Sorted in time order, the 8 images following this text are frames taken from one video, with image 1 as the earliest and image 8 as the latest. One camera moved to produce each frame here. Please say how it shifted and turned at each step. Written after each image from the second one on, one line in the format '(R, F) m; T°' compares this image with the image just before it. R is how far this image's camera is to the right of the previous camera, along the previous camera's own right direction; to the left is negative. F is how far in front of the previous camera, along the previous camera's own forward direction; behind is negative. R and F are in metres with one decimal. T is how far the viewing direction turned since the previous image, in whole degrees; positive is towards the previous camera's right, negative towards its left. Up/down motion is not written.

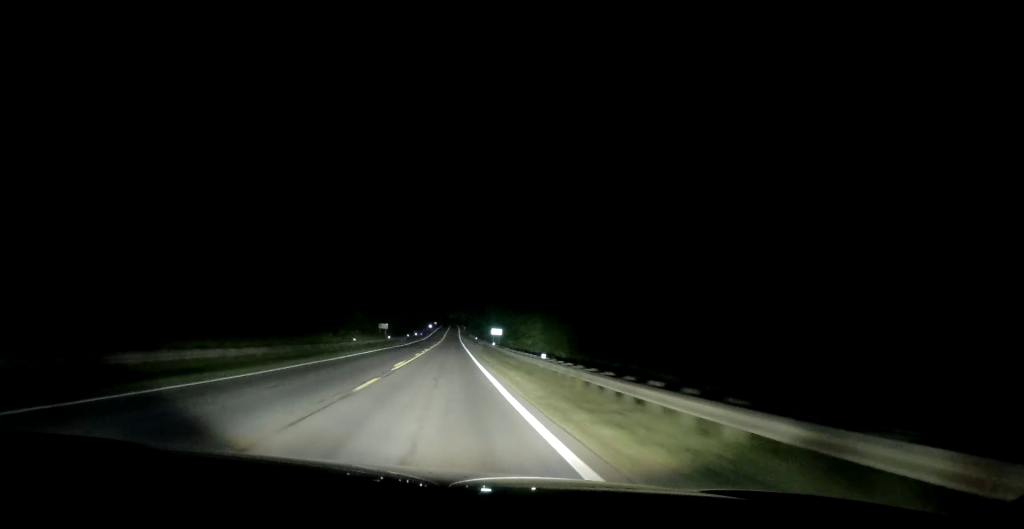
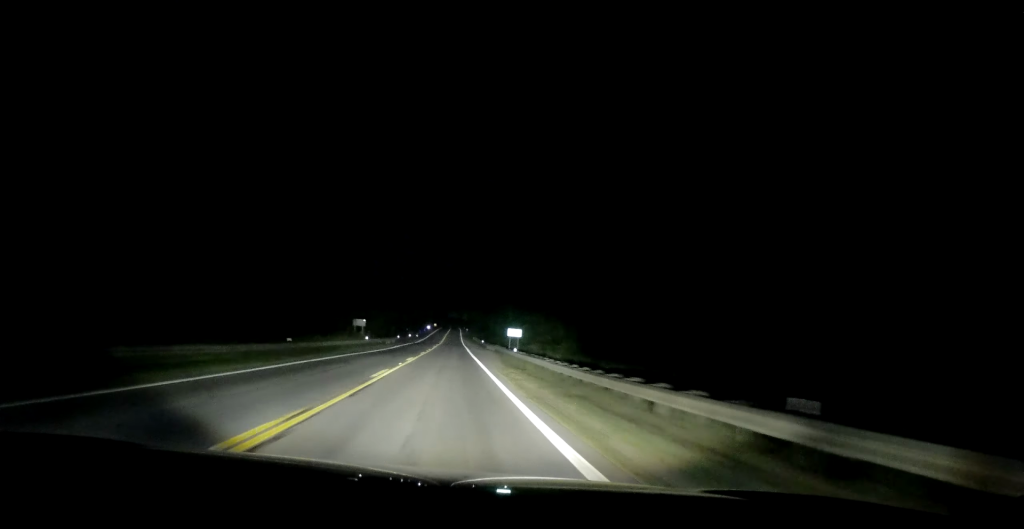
(-0.4, +21.1) m; 0°
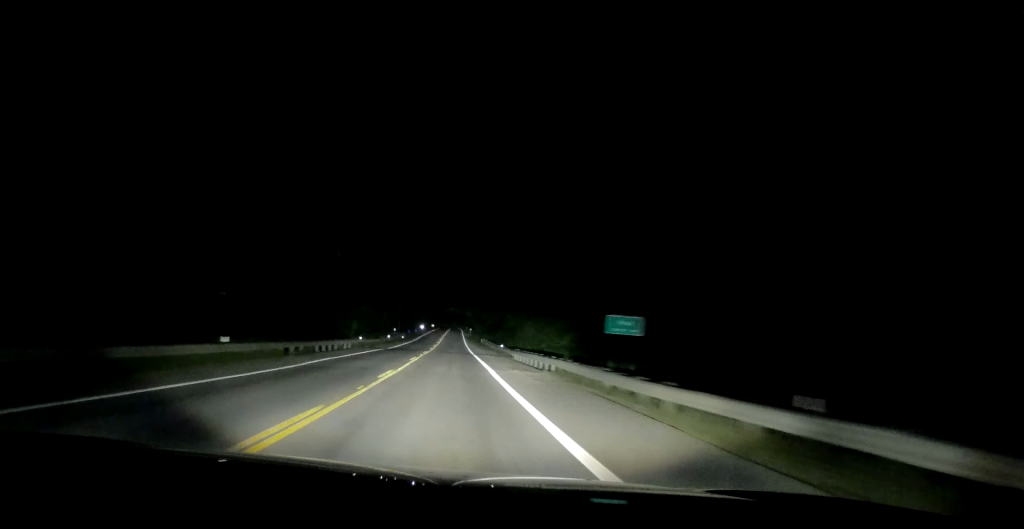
(+0.3, +36.2) m; 0°
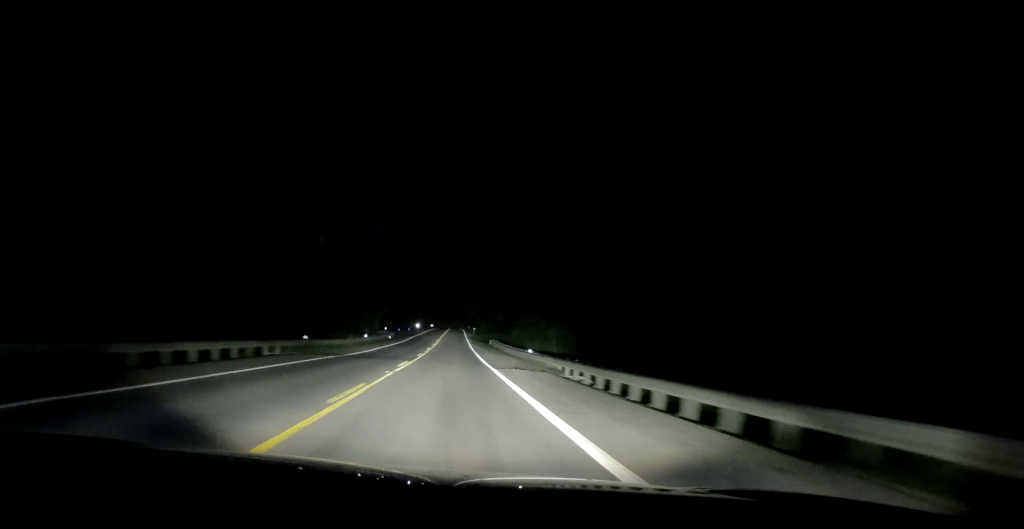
(-0.3, +20.1) m; 0°
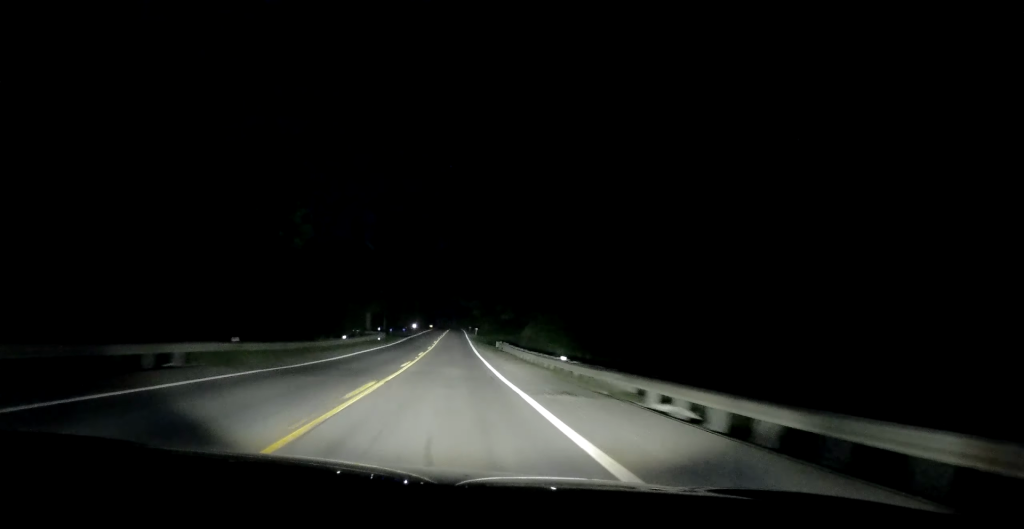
(+0.3, +11.6) m; 0°
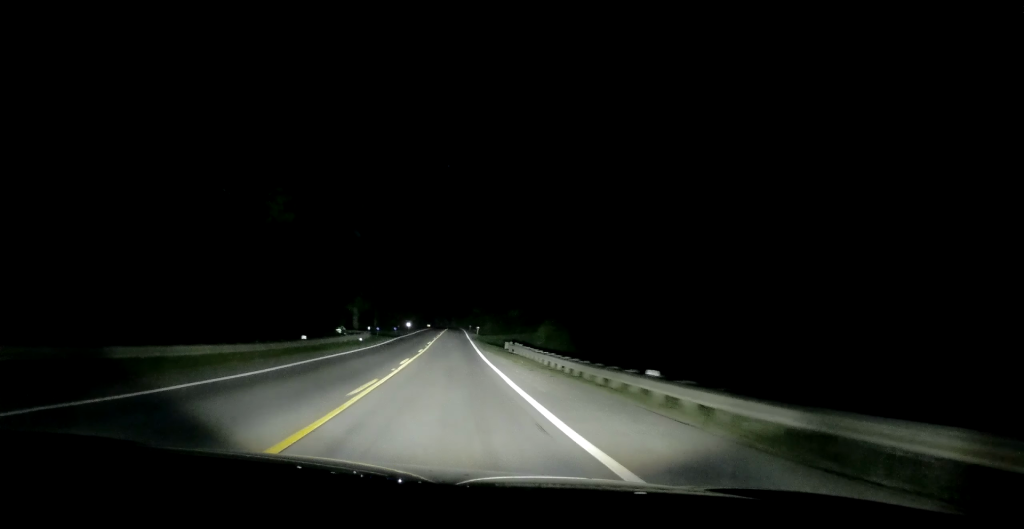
(+0.3, +11.6) m; 0°
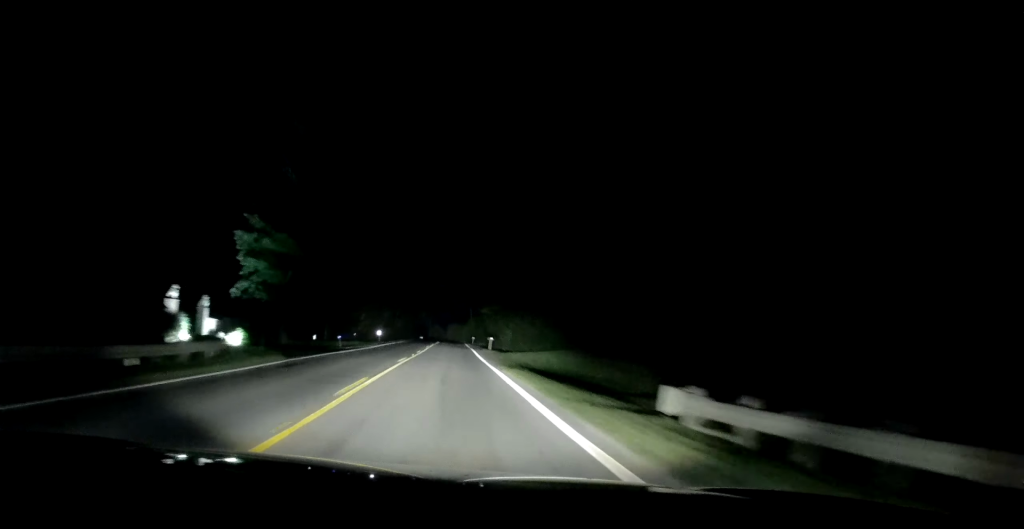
(-0.8, +37.1) m; -1°
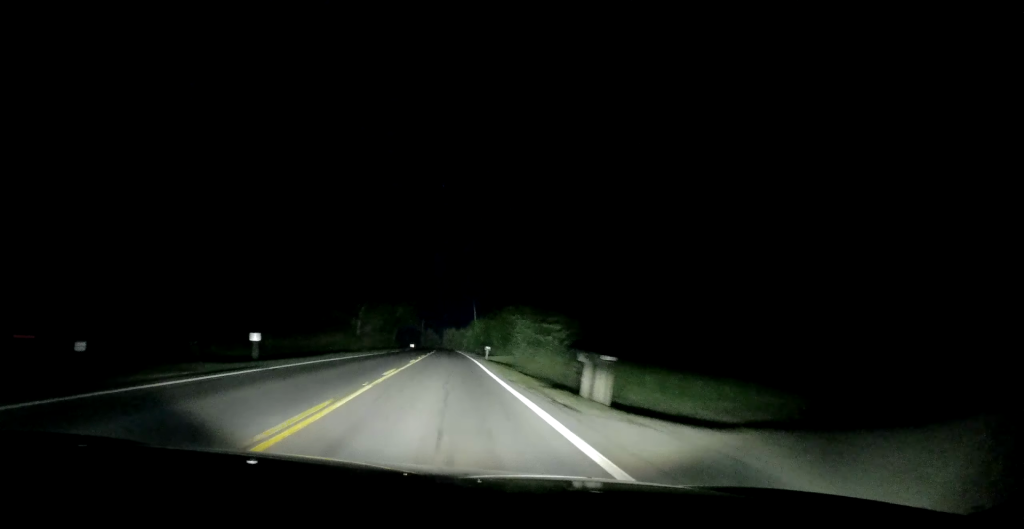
(+0.2, +41.2) m; +1°
